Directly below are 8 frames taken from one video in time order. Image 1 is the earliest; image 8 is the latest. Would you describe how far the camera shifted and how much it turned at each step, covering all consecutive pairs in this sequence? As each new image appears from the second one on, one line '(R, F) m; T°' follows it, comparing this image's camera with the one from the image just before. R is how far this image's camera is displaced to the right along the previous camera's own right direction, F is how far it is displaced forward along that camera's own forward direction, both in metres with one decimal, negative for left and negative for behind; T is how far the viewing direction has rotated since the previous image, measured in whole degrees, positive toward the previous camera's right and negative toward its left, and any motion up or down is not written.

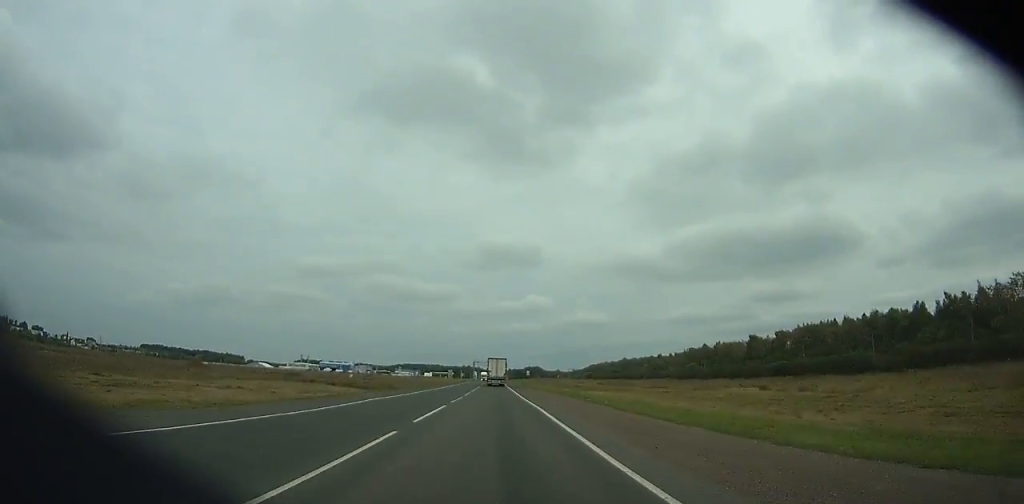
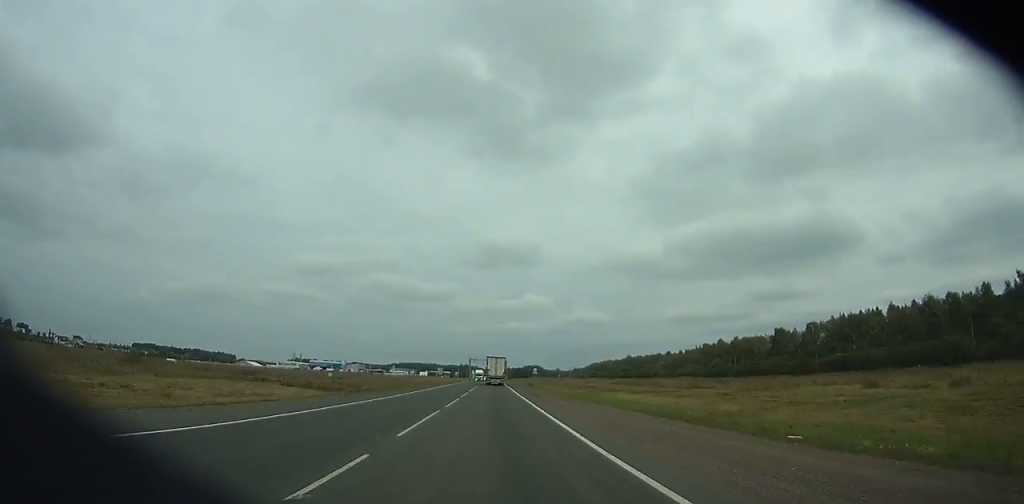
(0.0, +28.7) m; 0°
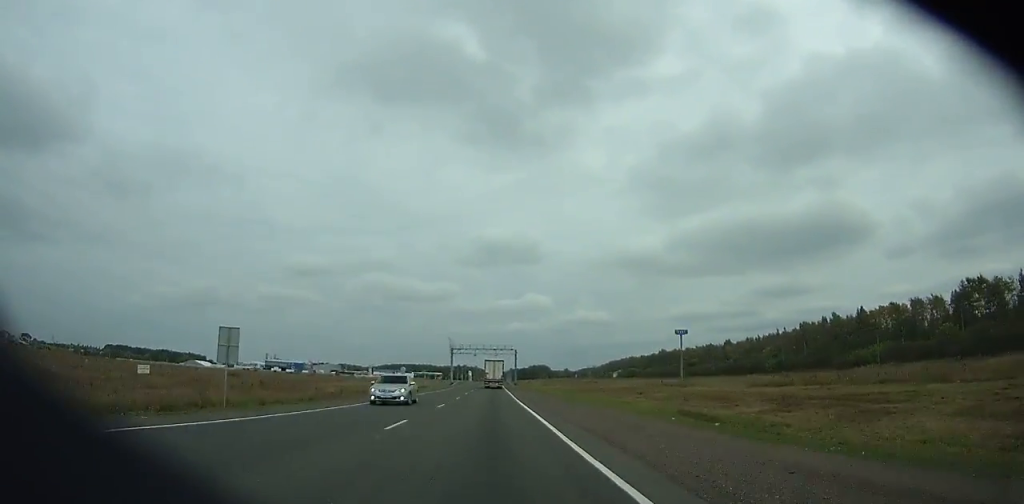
(-0.3, +112.9) m; 0°
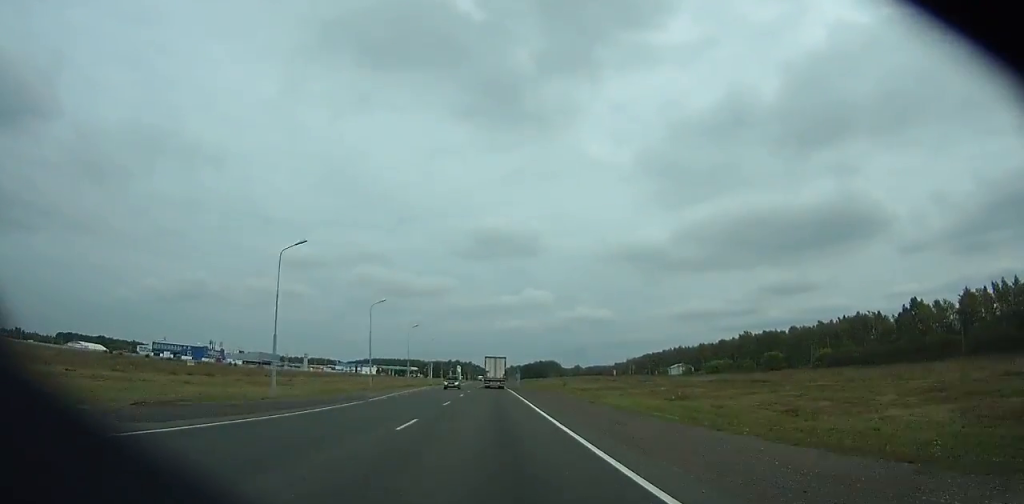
(-0.4, +154.2) m; 0°
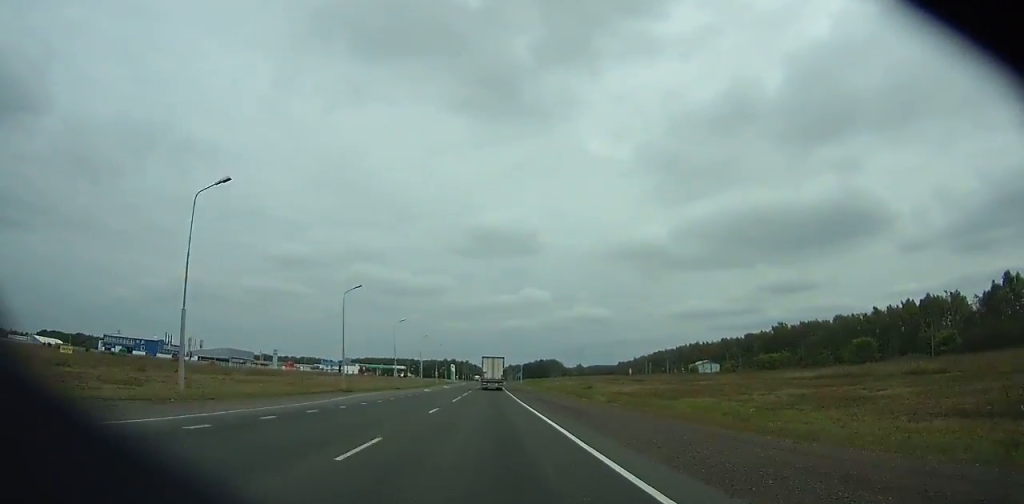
(+0.2, +40.0) m; 0°
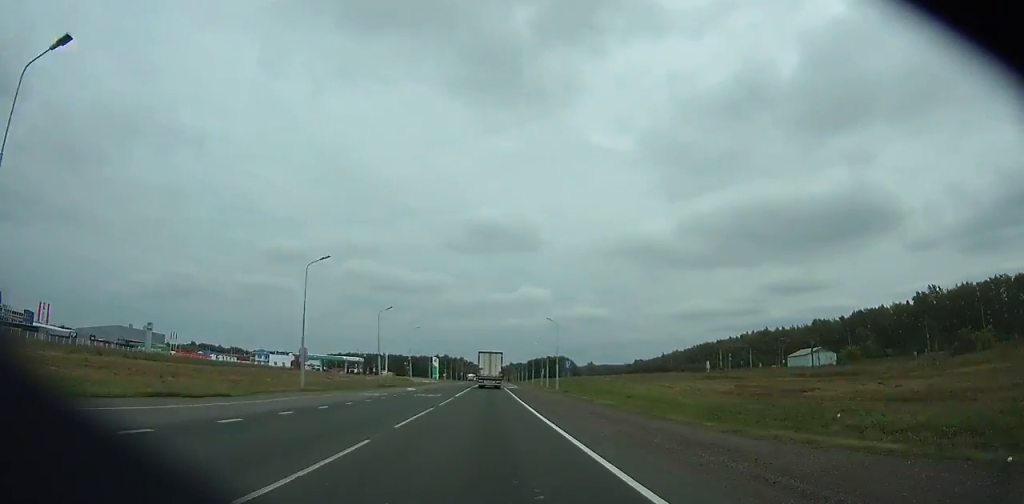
(-0.2, +101.3) m; 0°
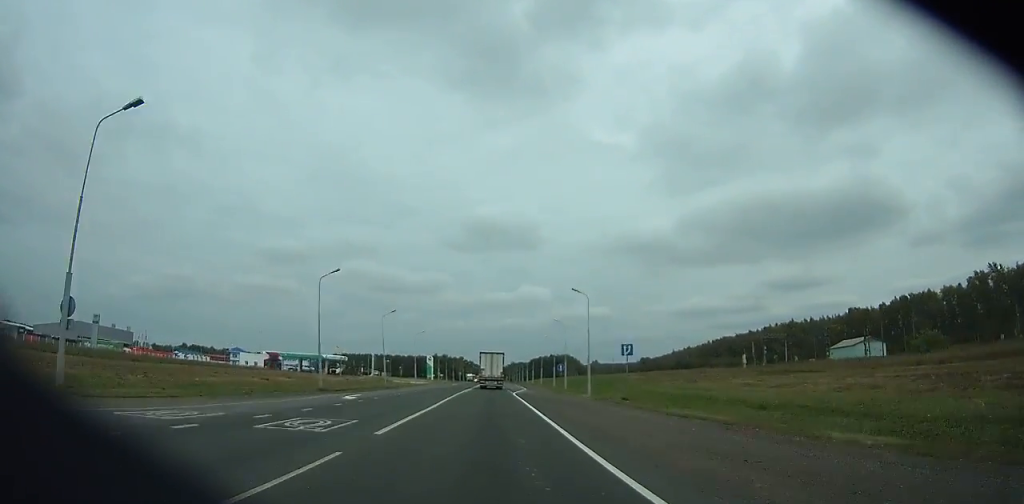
(0.0, +26.0) m; 0°
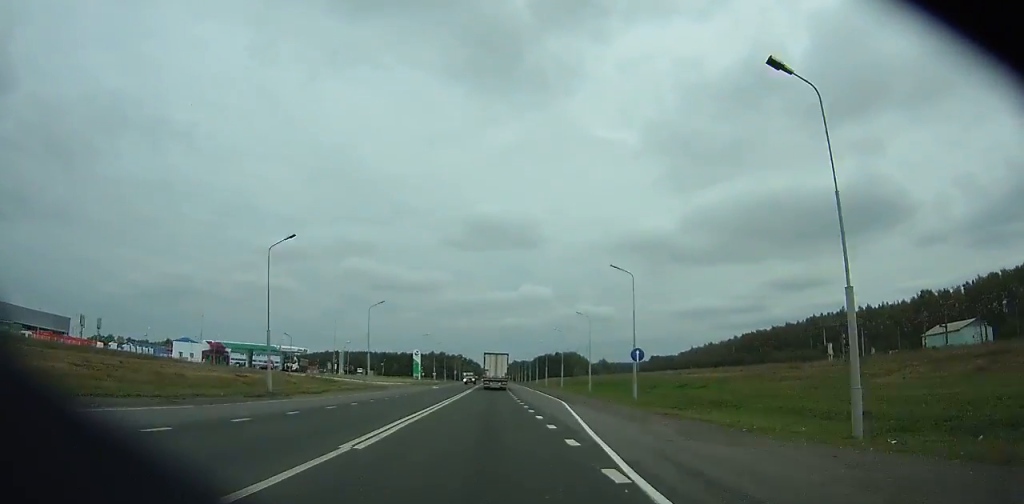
(0.0, +40.9) m; 0°
